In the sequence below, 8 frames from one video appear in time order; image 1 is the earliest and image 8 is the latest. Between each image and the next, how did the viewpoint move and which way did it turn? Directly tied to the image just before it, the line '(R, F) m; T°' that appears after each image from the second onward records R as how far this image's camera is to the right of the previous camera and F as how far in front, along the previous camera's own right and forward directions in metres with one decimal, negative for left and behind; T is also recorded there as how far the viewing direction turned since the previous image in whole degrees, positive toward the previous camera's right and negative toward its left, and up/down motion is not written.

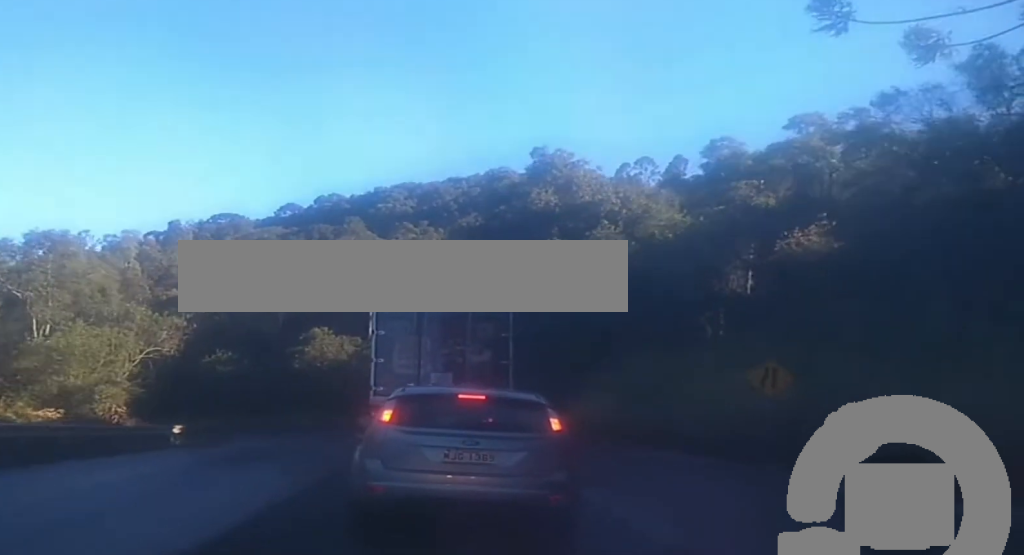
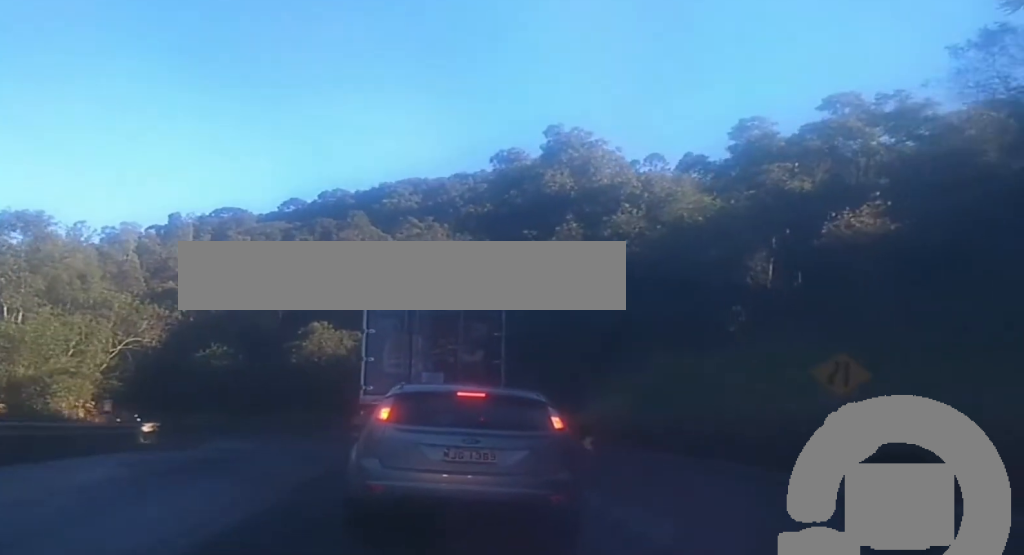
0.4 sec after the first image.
(0.0, +4.2) m; 0°
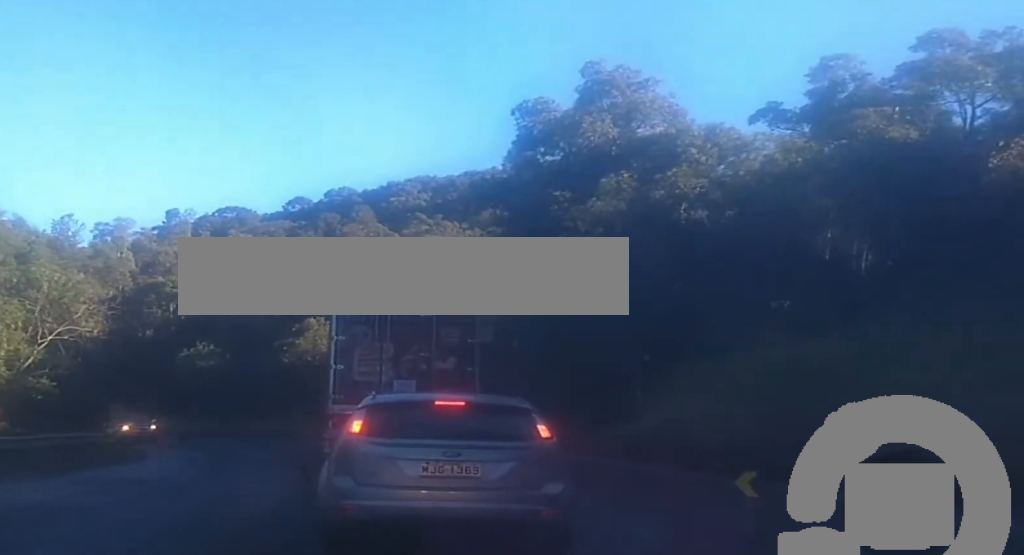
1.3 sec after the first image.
(0.0, +9.1) m; 0°
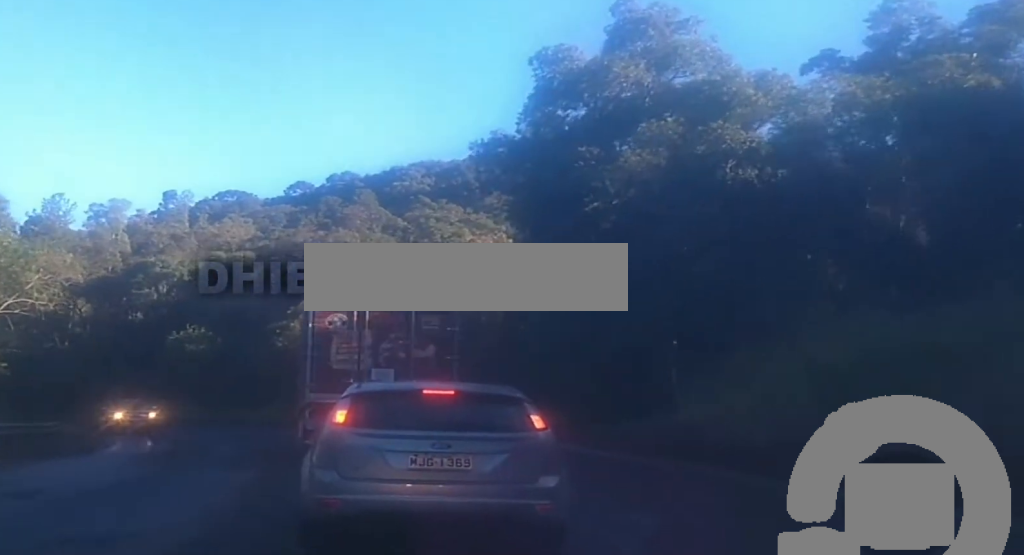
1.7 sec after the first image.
(0.0, +4.9) m; 0°
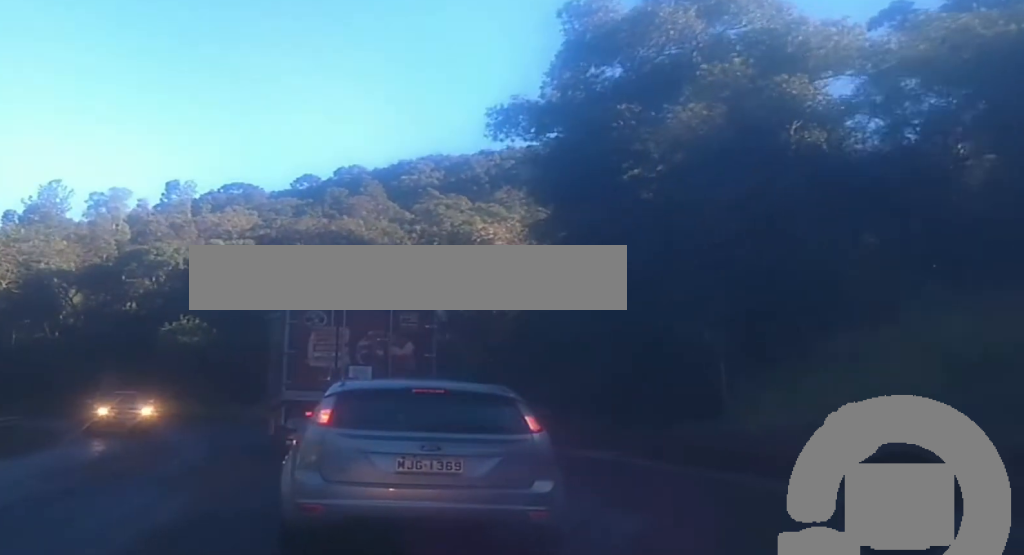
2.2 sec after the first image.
(0.0, +4.6) m; 0°
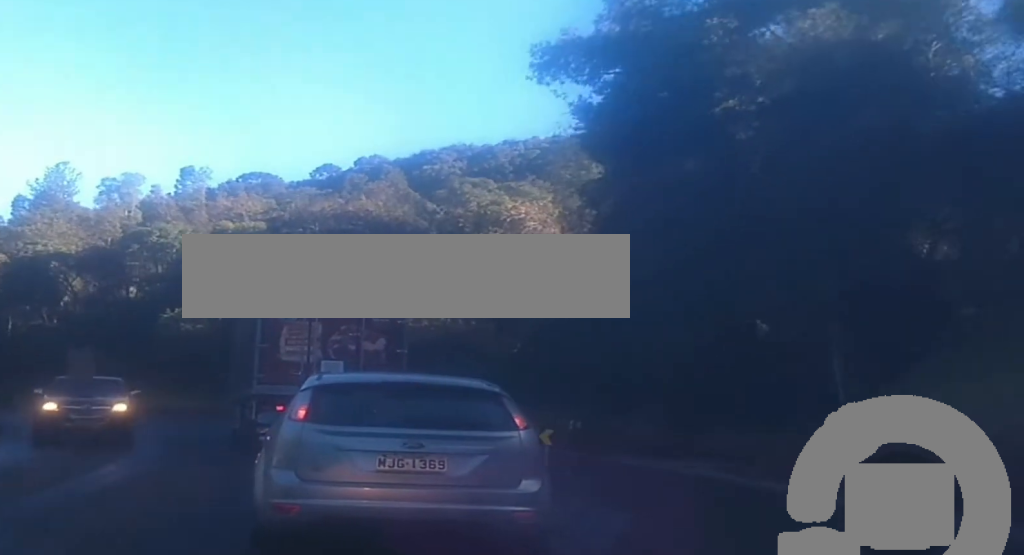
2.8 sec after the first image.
(0.0, +6.4) m; 0°
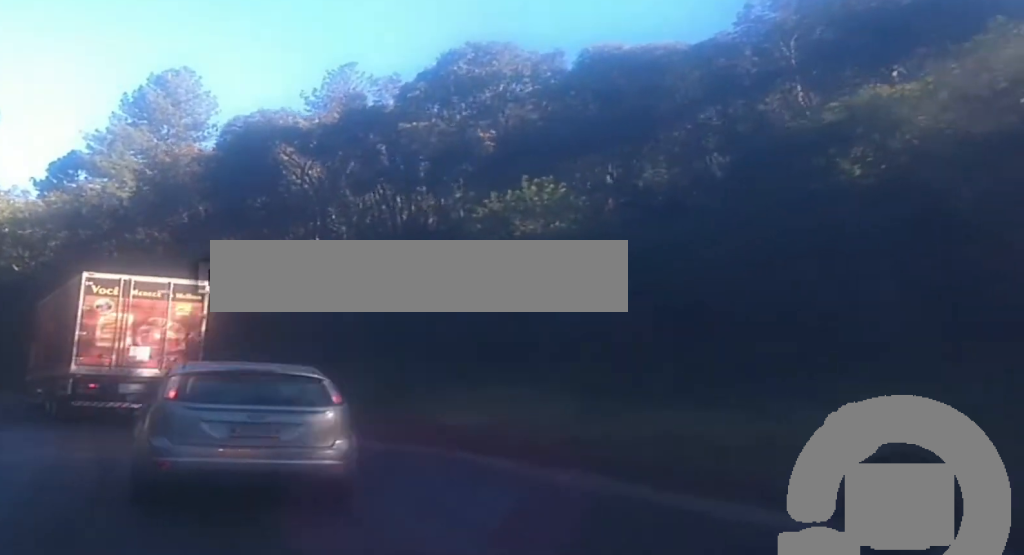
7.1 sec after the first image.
(-13.5, +43.9) m; -25°
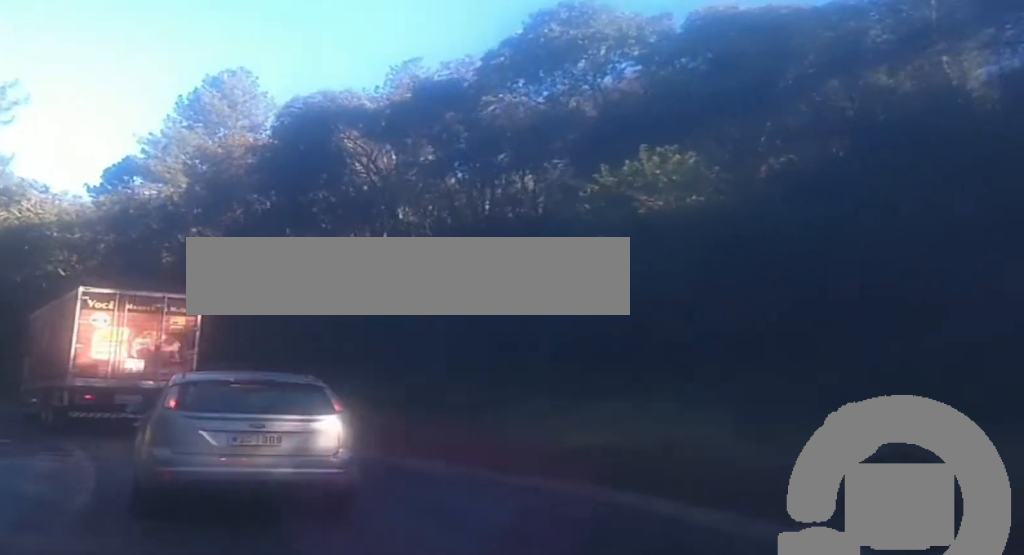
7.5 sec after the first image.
(0.0, +5.0) m; 0°
